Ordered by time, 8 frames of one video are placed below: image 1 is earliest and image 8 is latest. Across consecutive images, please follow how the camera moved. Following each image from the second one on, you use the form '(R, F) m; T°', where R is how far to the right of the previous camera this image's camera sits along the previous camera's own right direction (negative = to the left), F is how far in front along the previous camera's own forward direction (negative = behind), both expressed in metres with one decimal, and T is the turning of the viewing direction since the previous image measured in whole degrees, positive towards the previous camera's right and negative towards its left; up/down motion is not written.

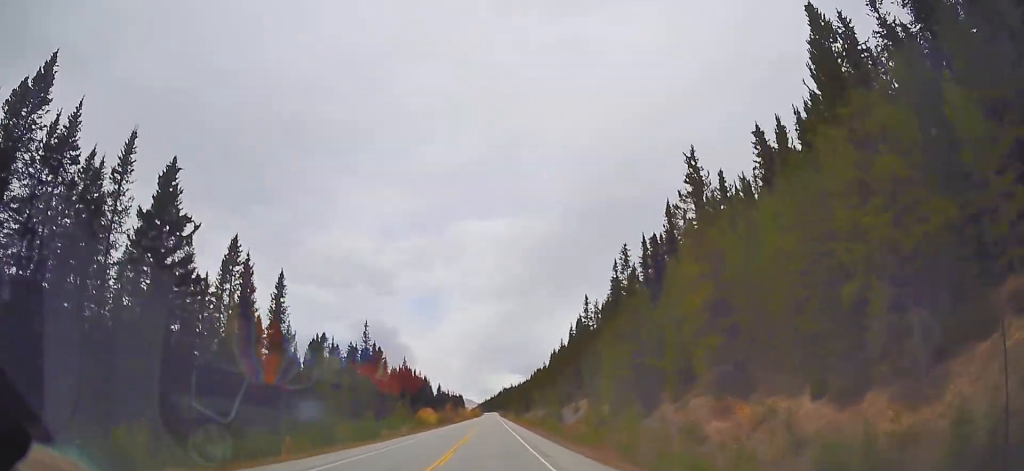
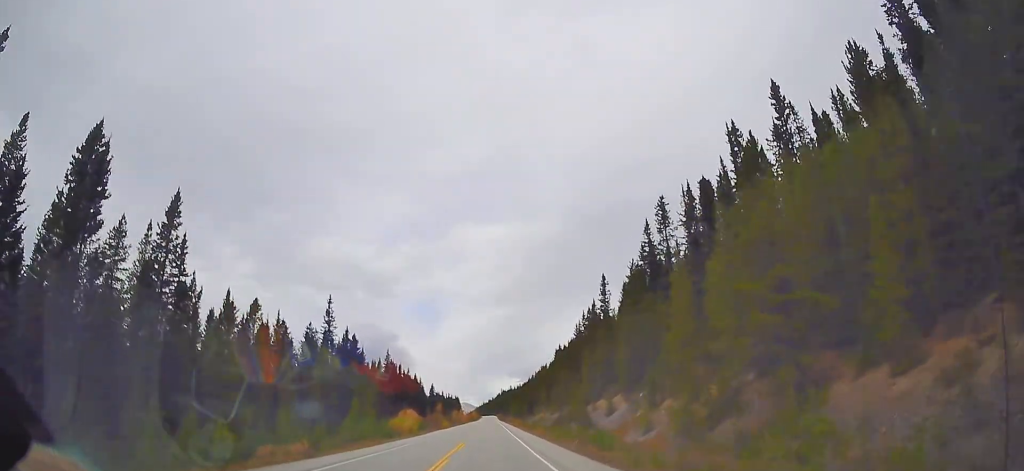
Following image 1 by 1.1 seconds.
(+0.1, +28.6) m; 0°
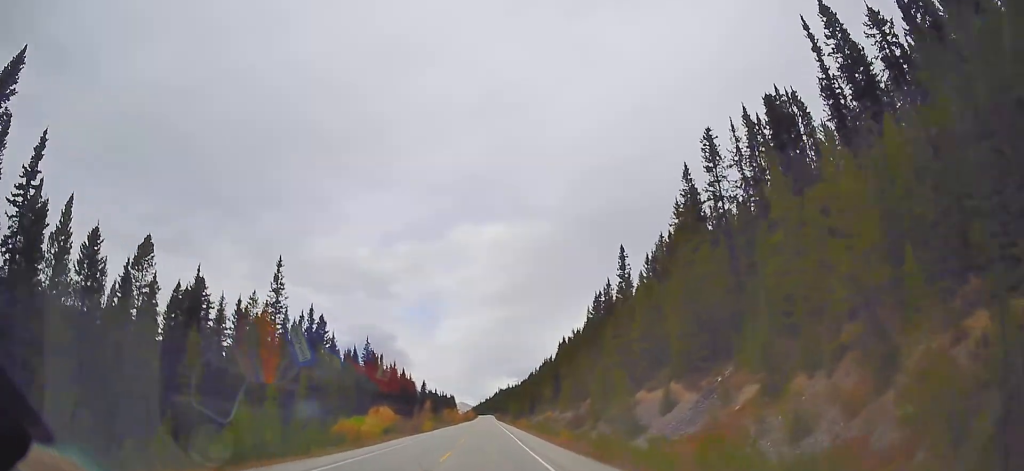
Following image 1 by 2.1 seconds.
(-0.3, +23.5) m; 0°
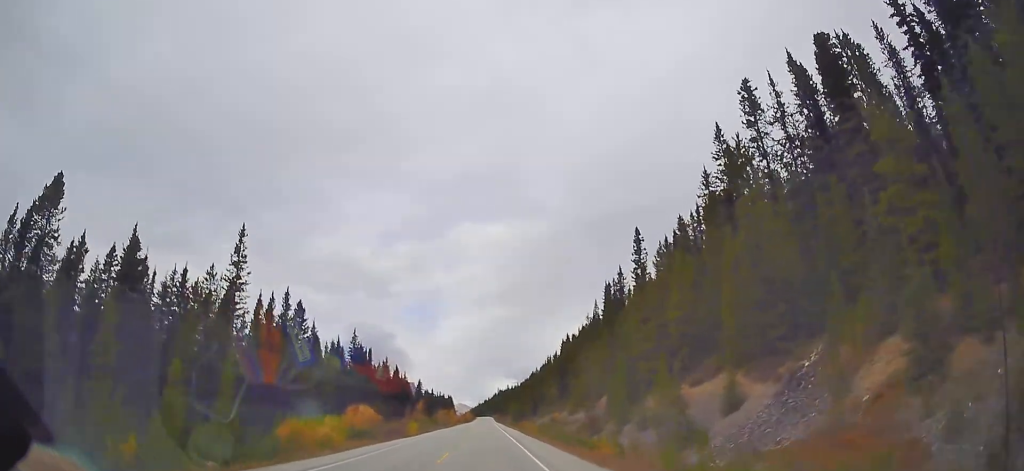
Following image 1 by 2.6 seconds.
(0.0, +12.6) m; 0°
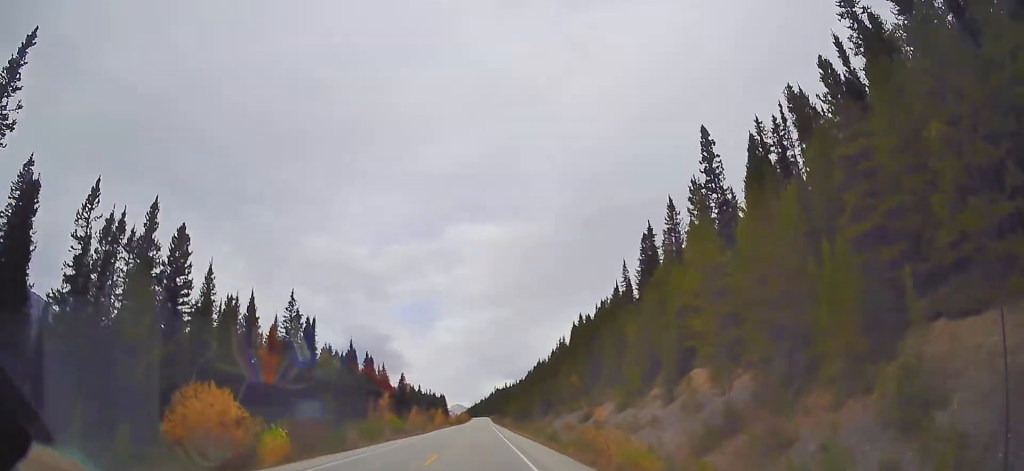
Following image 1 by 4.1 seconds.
(+0.9, +39.5) m; +1°
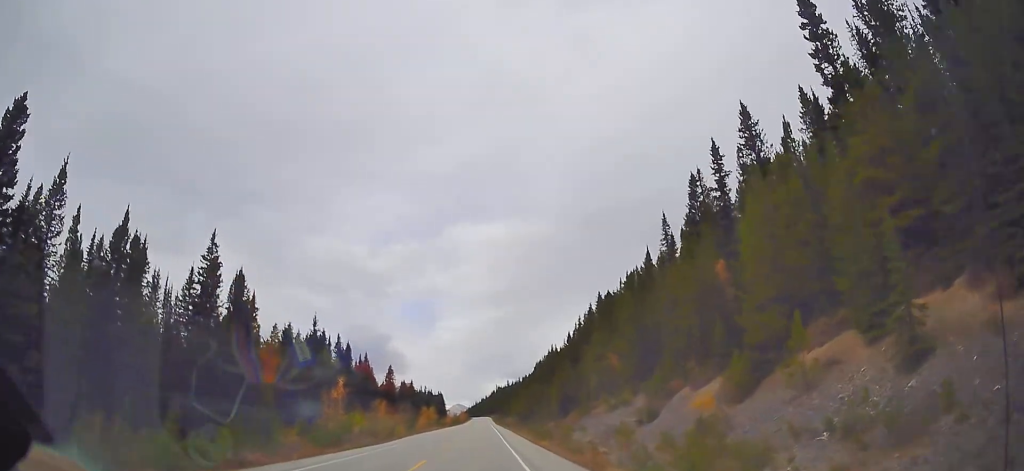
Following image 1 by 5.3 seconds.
(-0.2, +28.4) m; -1°
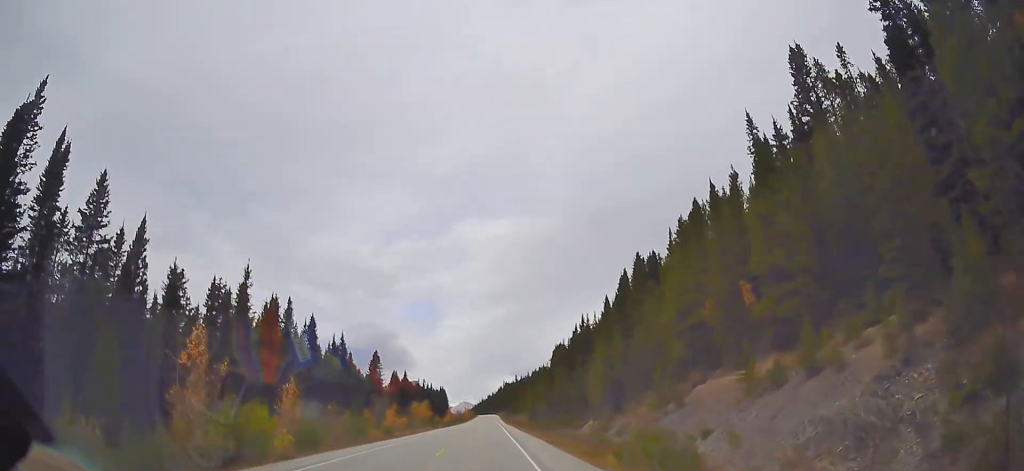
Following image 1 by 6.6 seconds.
(-0.1, +32.6) m; 0°
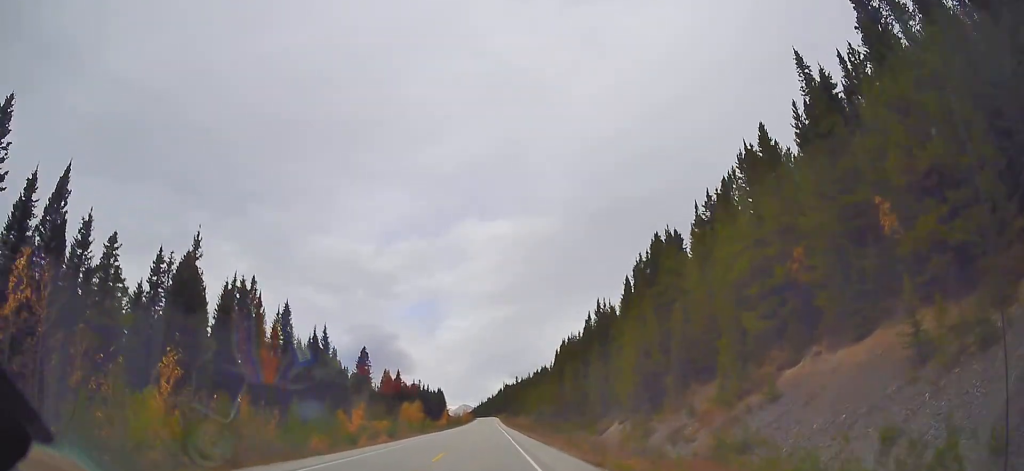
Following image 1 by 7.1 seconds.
(+0.2, +13.5) m; 0°
